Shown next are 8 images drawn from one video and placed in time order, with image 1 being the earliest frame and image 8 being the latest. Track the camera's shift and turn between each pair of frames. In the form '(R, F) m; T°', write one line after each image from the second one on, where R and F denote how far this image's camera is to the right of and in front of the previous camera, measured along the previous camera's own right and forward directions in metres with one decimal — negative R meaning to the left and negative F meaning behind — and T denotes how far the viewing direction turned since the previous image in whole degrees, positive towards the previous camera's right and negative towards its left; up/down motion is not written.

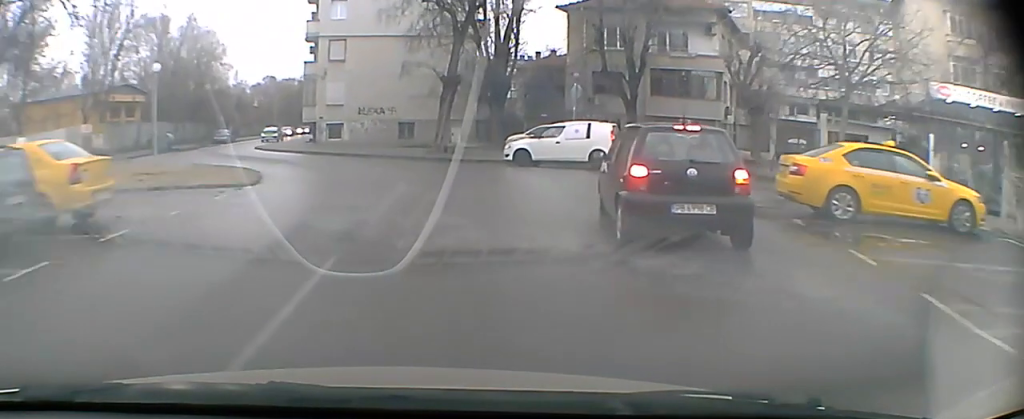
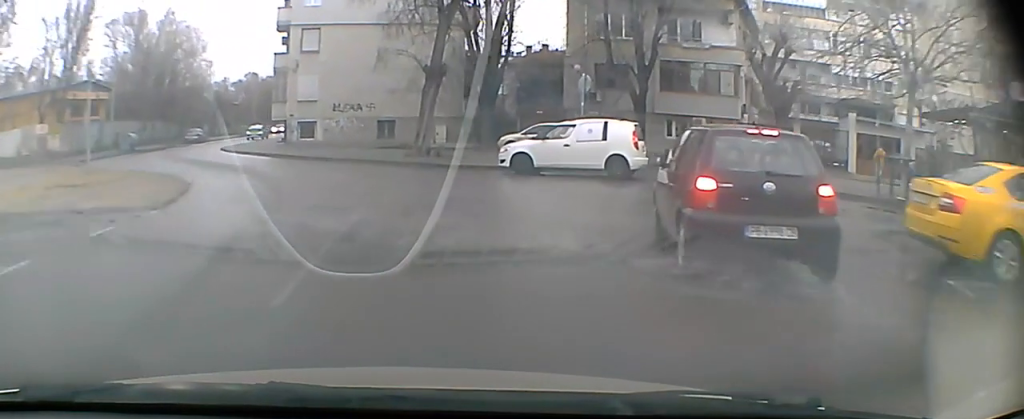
(0.0, +5.2) m; -1°
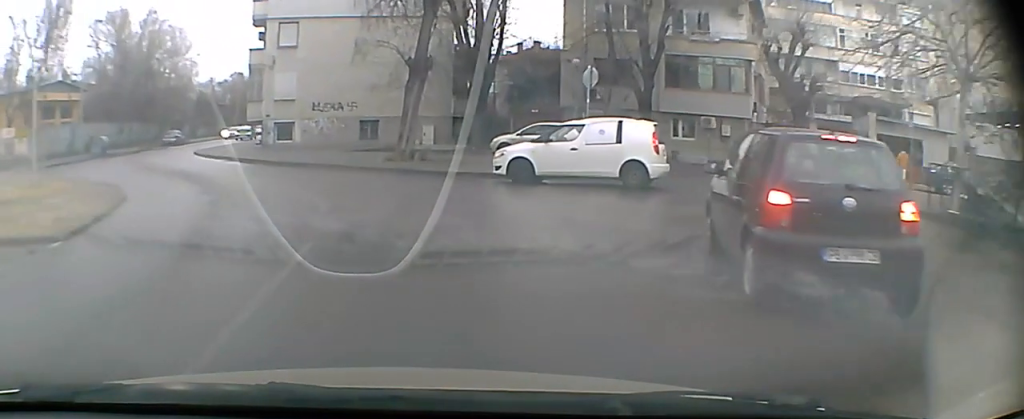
(+0.1, +3.4) m; -2°
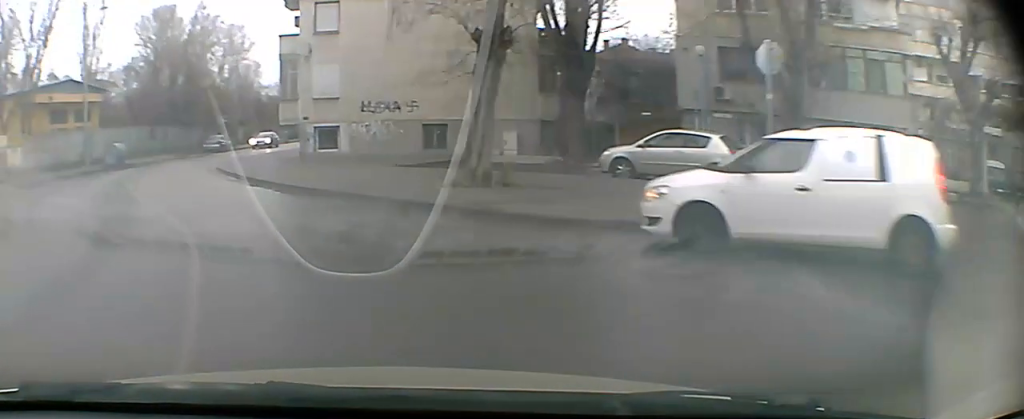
(-0.6, +9.6) m; -7°
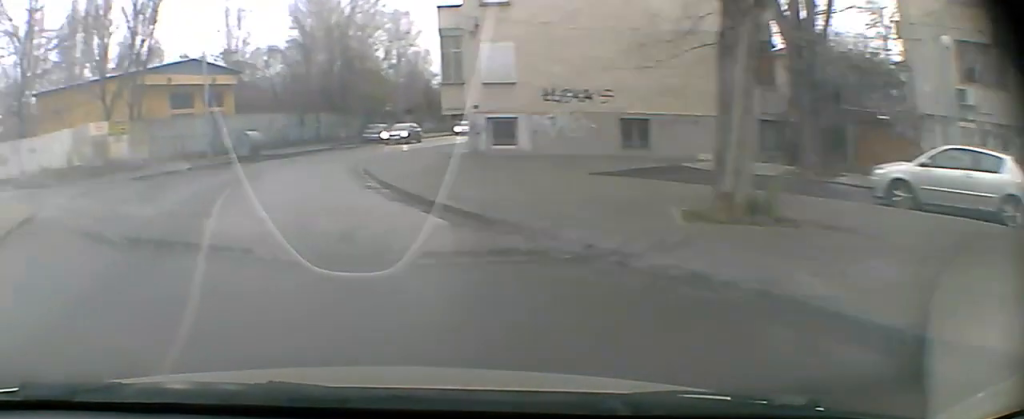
(-0.2, +6.0) m; -3°
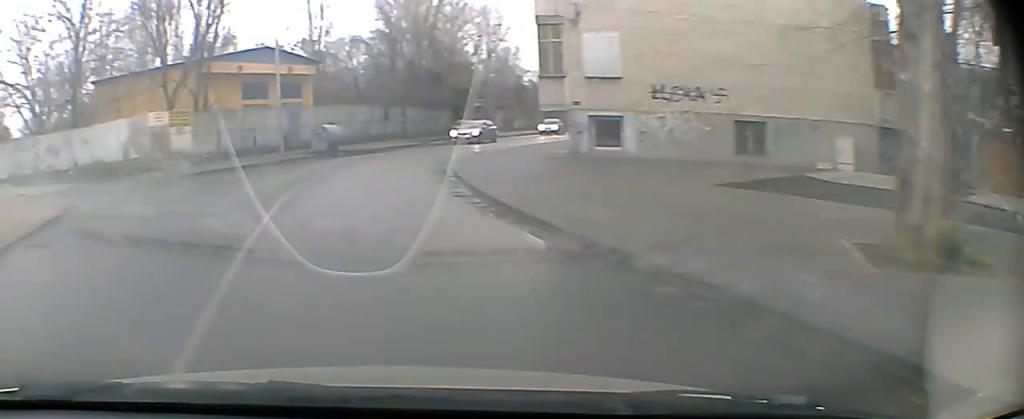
(0.0, +3.7) m; -2°
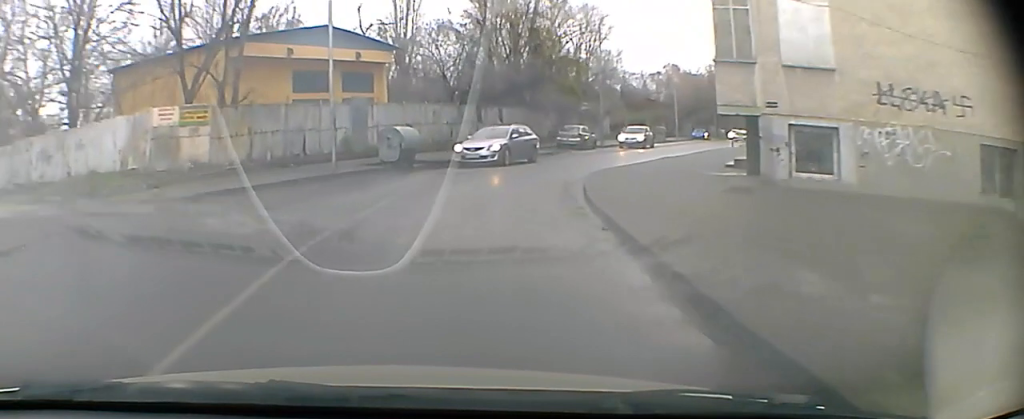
(-0.5, +9.0) m; -4°
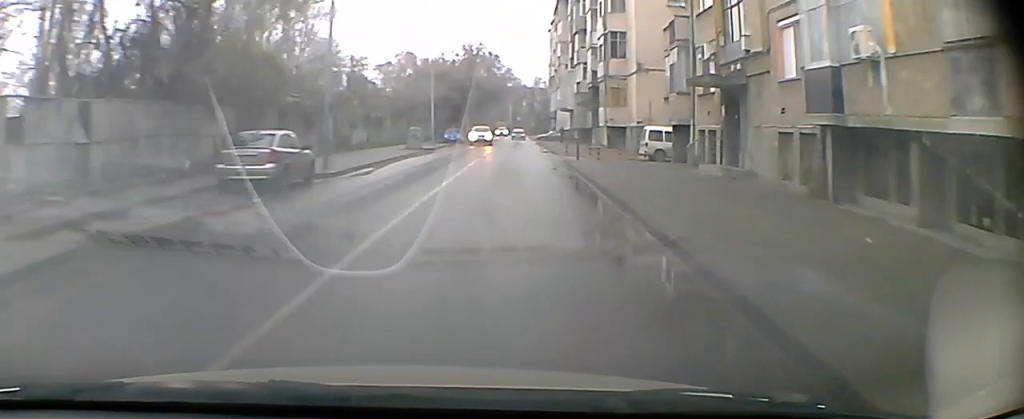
(-0.1, +24.9) m; +1°
